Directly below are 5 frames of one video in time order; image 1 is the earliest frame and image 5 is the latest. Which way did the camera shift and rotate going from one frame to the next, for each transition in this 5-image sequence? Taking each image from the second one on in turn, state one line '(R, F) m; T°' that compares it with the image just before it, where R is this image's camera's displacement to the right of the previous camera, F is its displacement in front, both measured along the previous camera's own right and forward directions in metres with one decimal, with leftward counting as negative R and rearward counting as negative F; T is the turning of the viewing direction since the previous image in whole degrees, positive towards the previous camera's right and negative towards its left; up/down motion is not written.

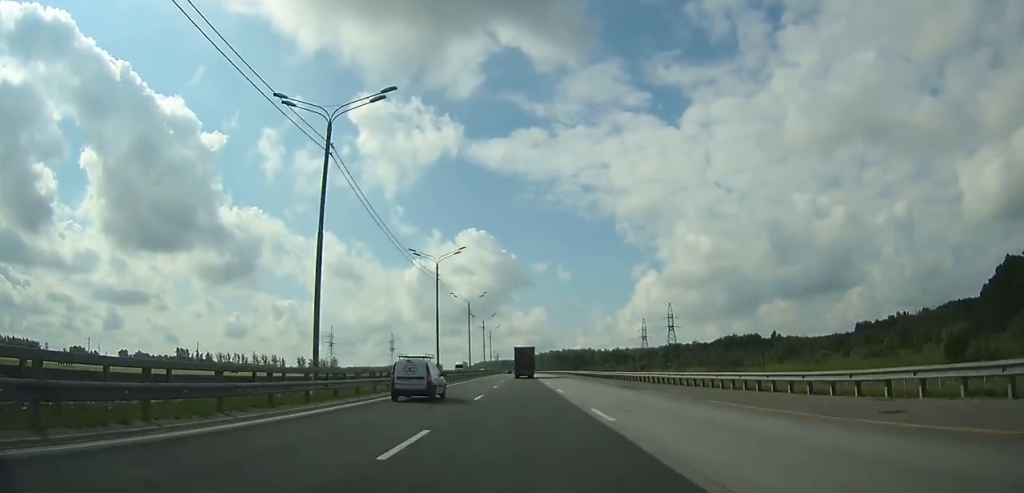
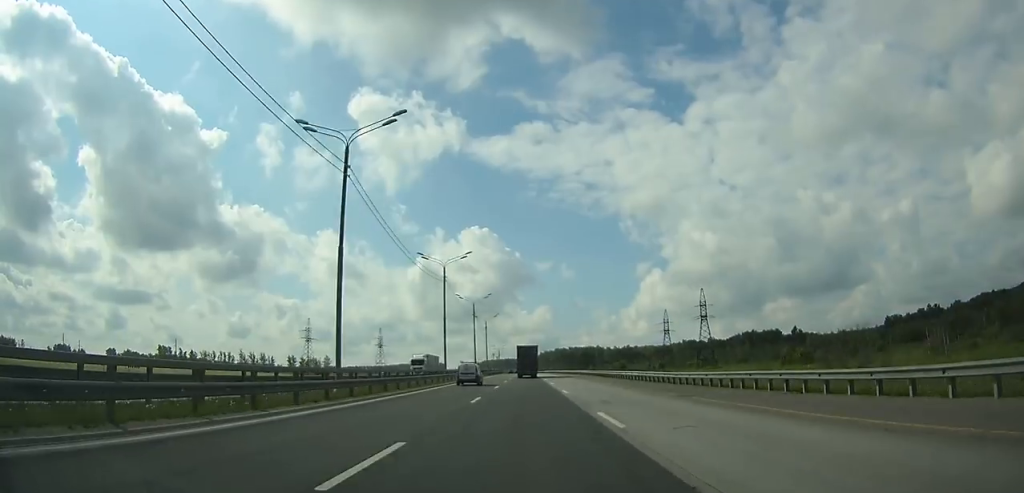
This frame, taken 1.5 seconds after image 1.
(+0.1, +34.2) m; 0°
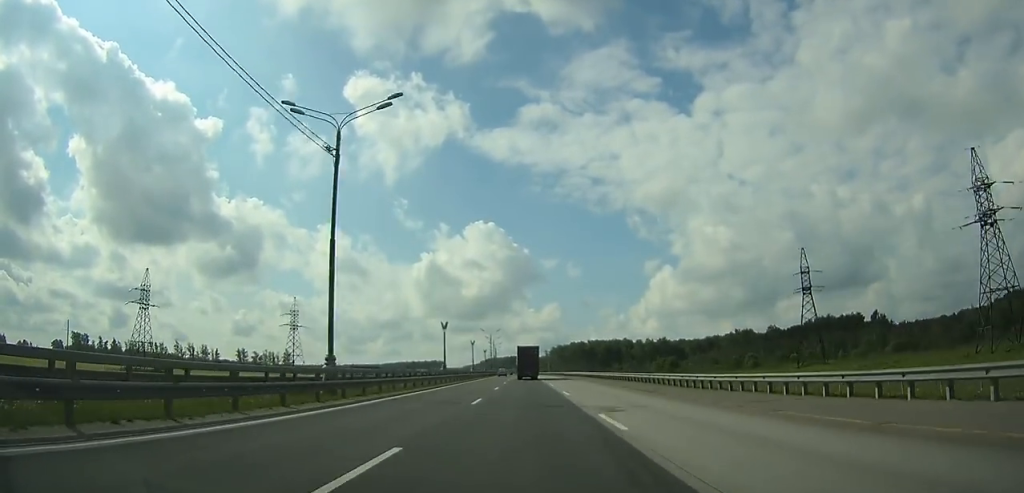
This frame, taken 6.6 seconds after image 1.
(-0.4, +113.5) m; -1°
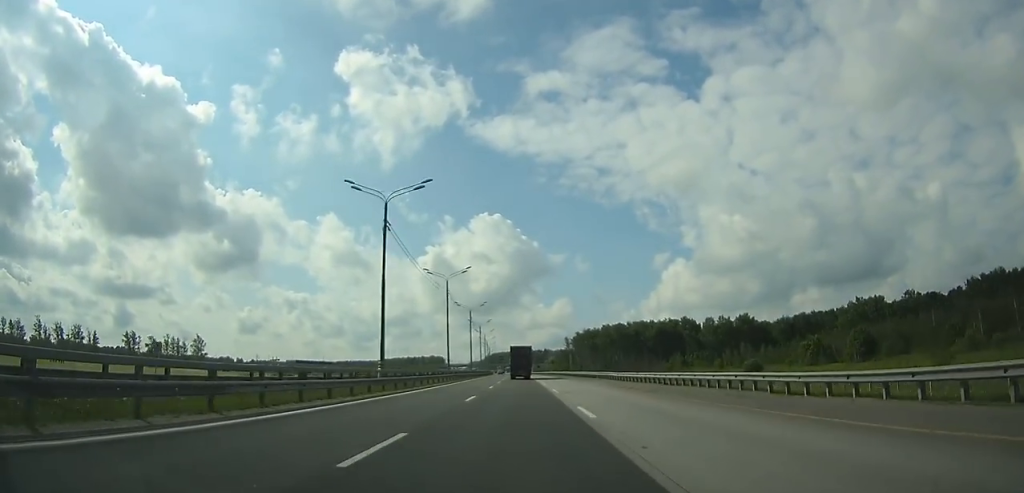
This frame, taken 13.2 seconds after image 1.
(-1.9, +140.2) m; -1°
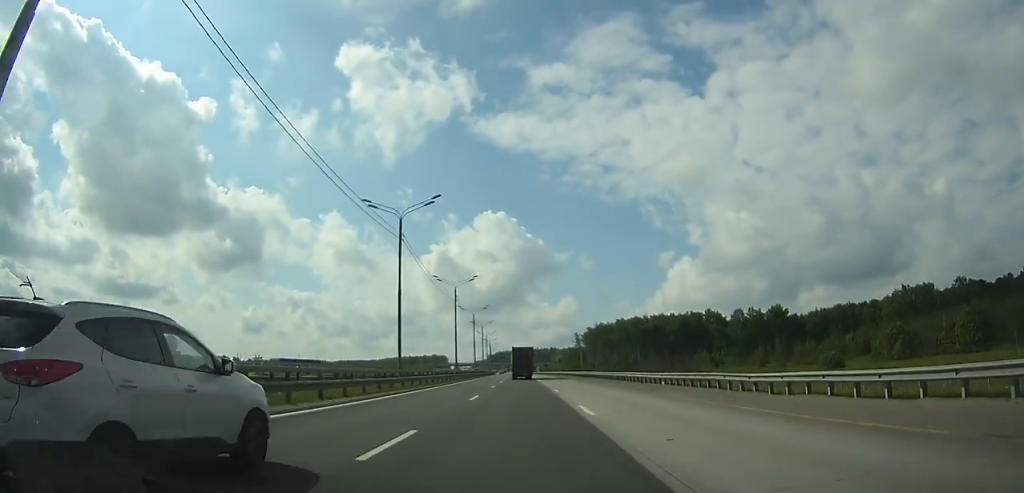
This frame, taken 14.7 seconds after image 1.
(-0.1, +30.8) m; 0°
